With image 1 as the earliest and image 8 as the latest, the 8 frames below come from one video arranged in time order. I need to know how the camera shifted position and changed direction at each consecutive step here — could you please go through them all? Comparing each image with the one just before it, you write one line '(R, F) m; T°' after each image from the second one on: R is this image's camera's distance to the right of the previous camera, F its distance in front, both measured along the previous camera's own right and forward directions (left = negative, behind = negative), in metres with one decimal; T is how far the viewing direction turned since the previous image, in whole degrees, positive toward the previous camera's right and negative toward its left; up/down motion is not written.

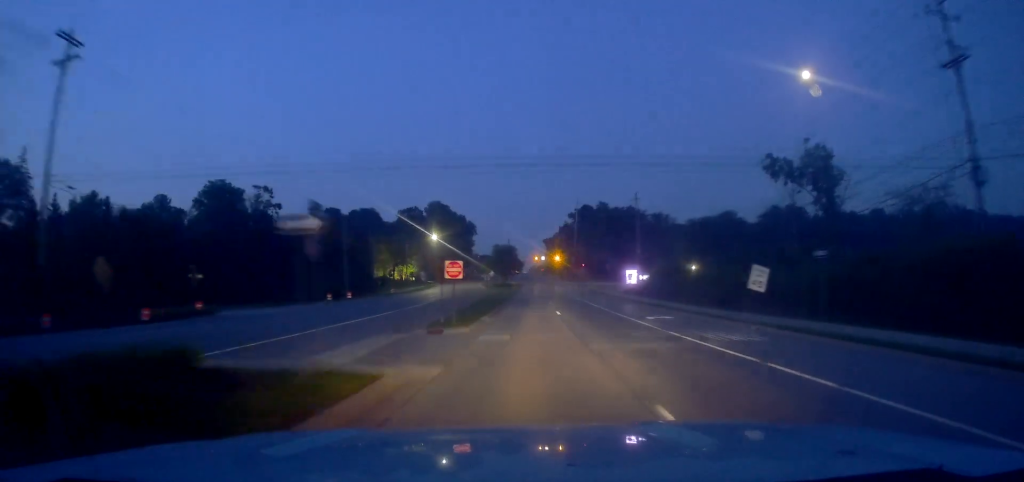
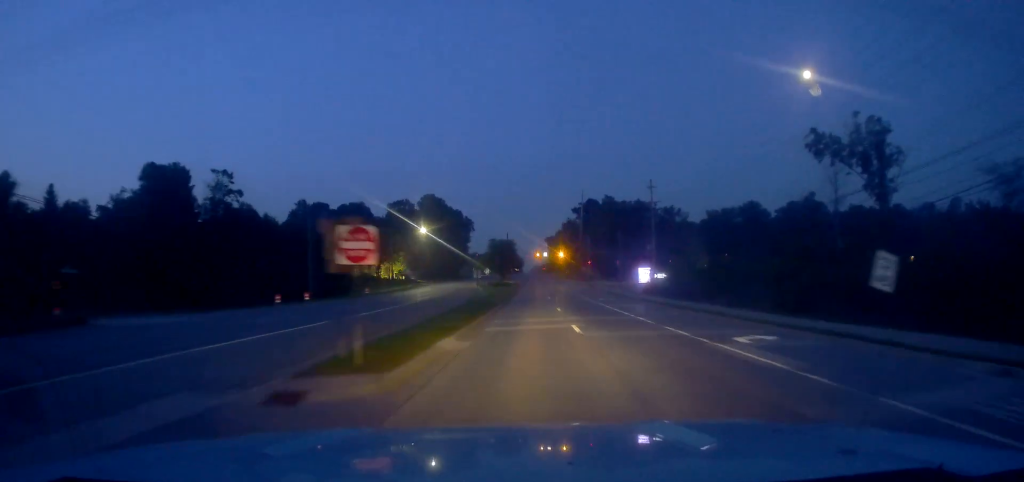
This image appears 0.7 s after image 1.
(+0.3, +15.2) m; 0°
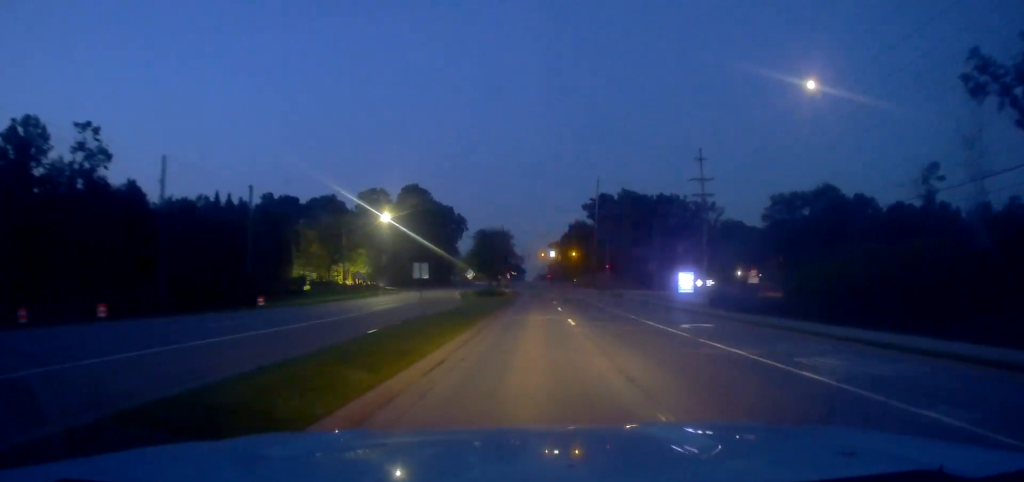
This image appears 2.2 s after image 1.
(-0.9, +31.3) m; -2°
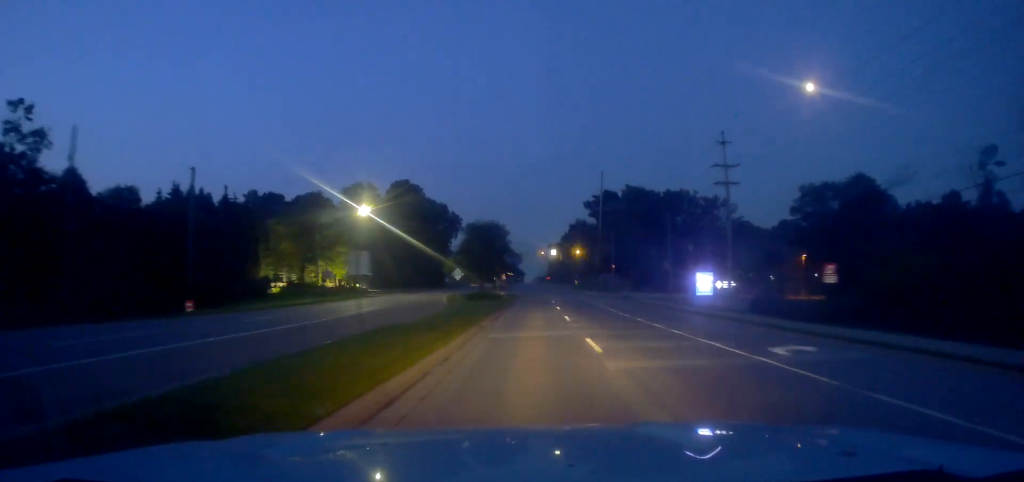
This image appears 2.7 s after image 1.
(0.0, +10.4) m; +1°
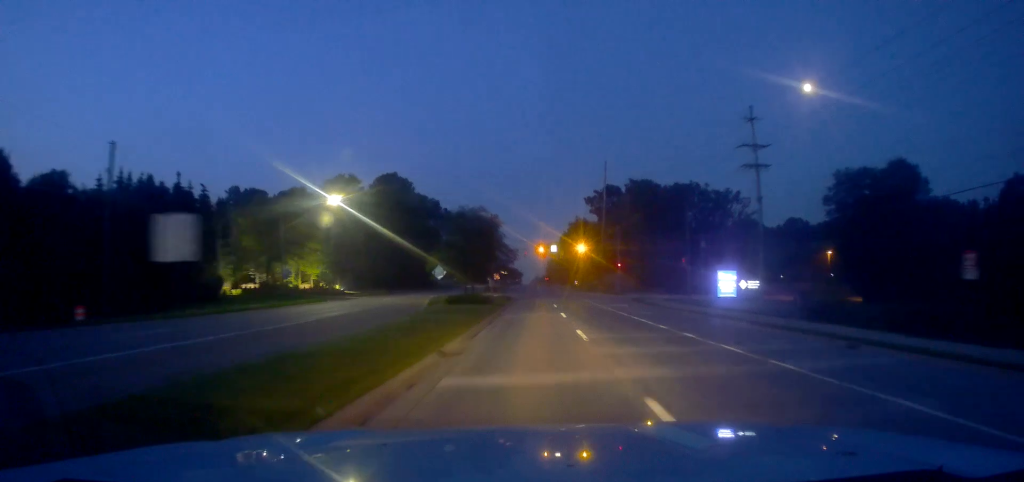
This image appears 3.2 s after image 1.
(+0.3, +10.4) m; +1°
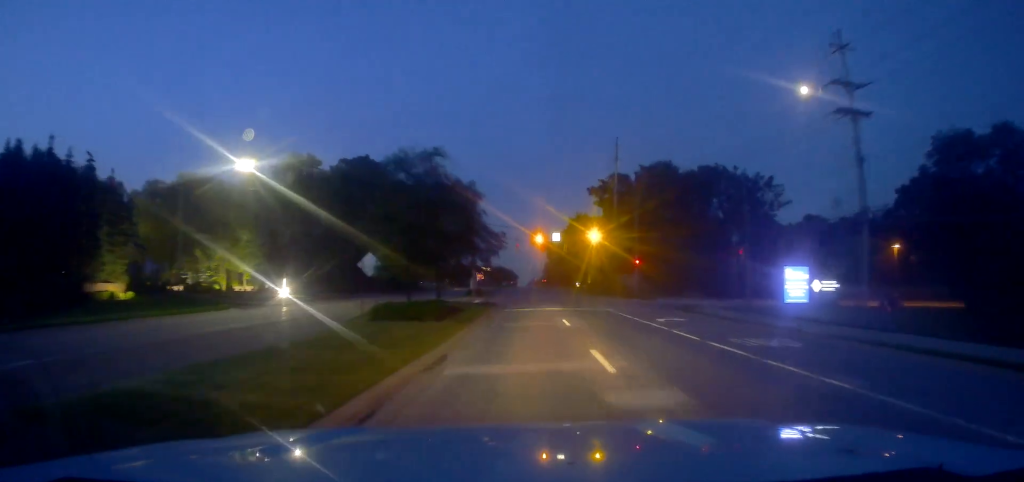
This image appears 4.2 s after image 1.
(+0.2, +20.5) m; +1°
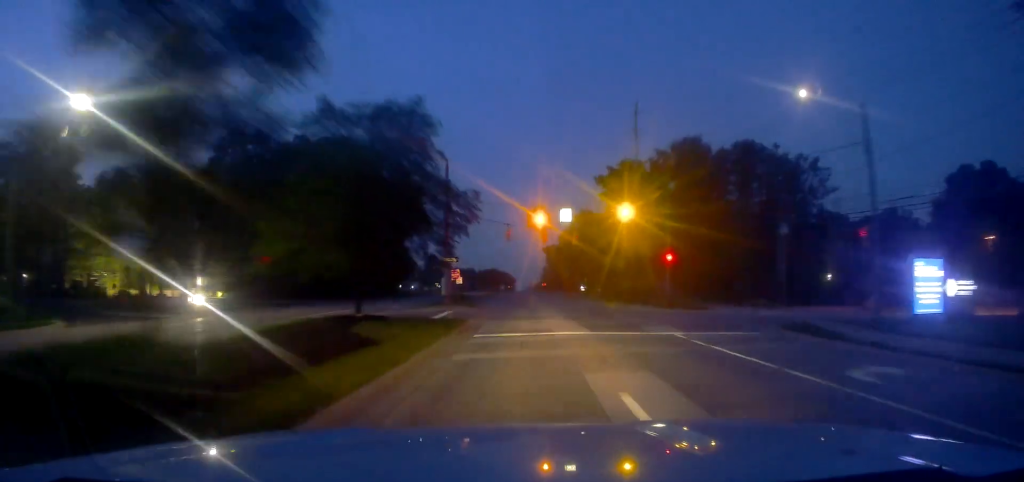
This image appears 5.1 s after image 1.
(0.0, +19.2) m; 0°
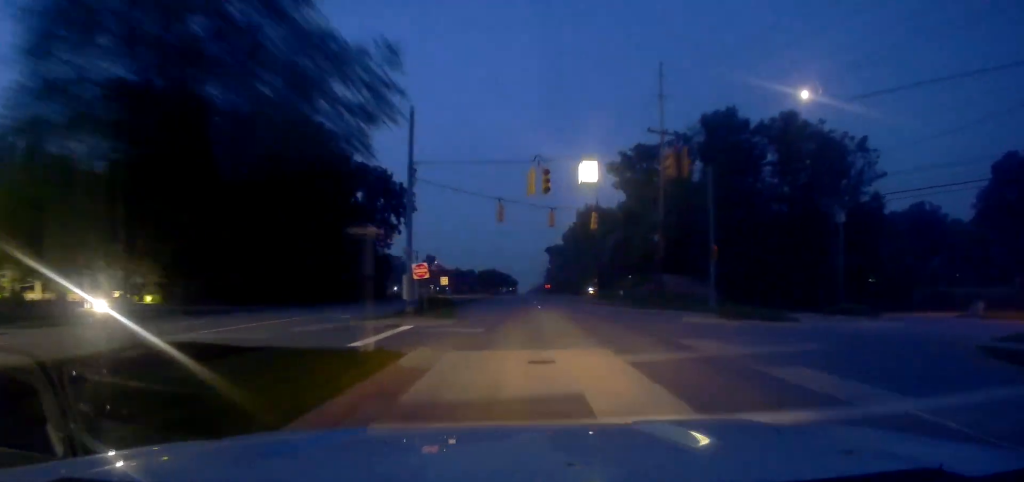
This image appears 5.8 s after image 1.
(0.0, +14.3) m; 0°
